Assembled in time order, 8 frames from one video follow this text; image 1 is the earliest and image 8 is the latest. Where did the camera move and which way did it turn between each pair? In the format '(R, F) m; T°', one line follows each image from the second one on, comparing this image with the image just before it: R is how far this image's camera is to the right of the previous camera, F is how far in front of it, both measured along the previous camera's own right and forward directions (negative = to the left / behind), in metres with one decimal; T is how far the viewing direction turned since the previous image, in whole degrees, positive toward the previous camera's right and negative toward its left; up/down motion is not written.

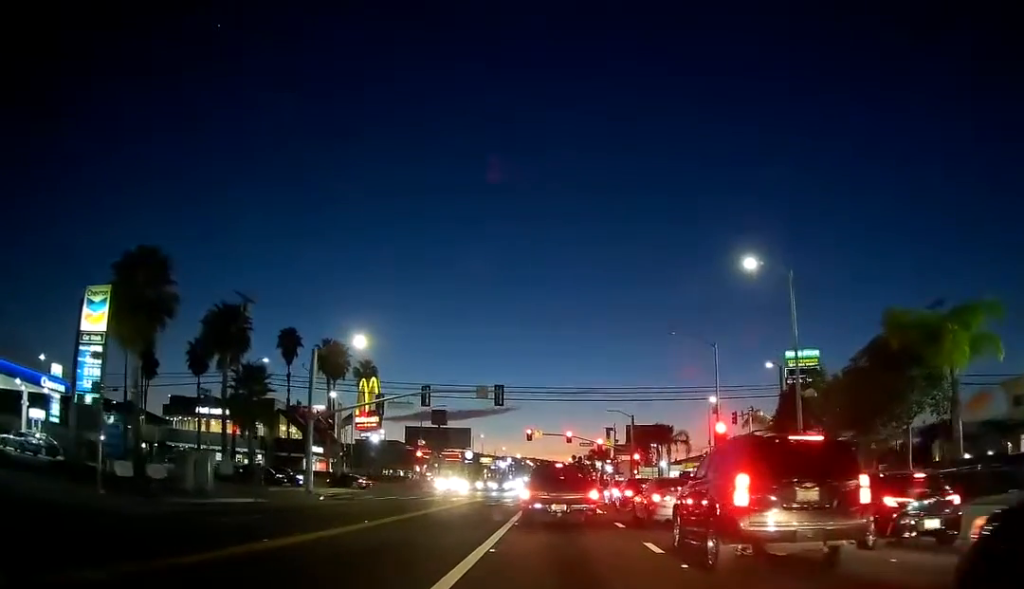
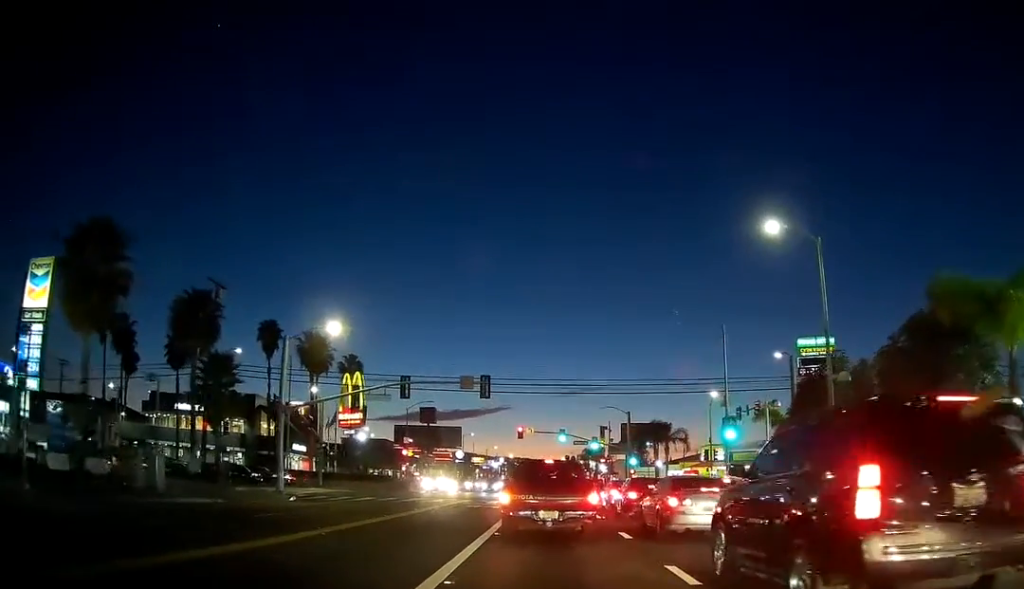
(0.0, +5.0) m; +1°
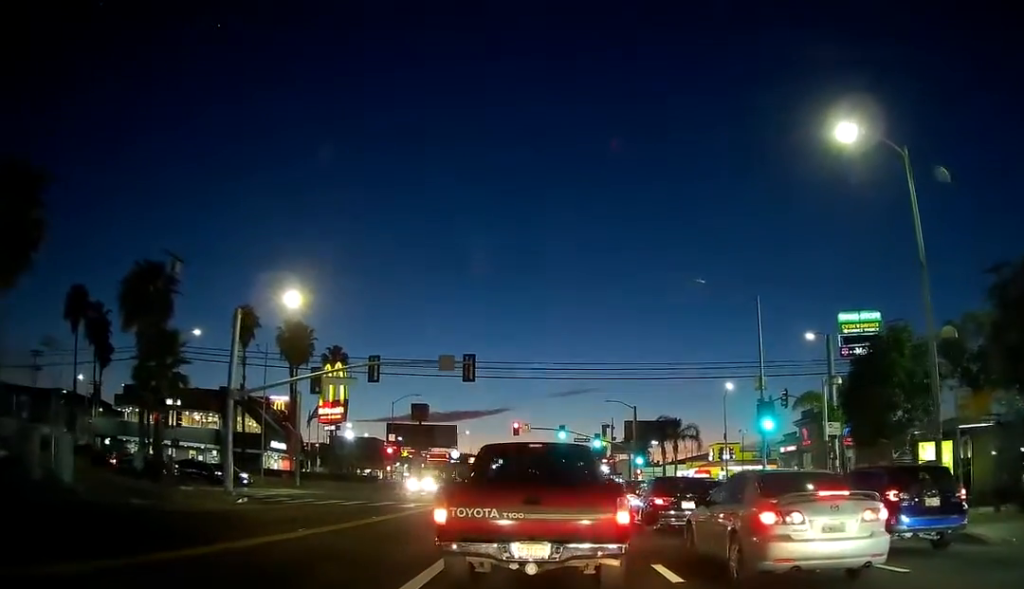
(+0.2, +8.0) m; 0°
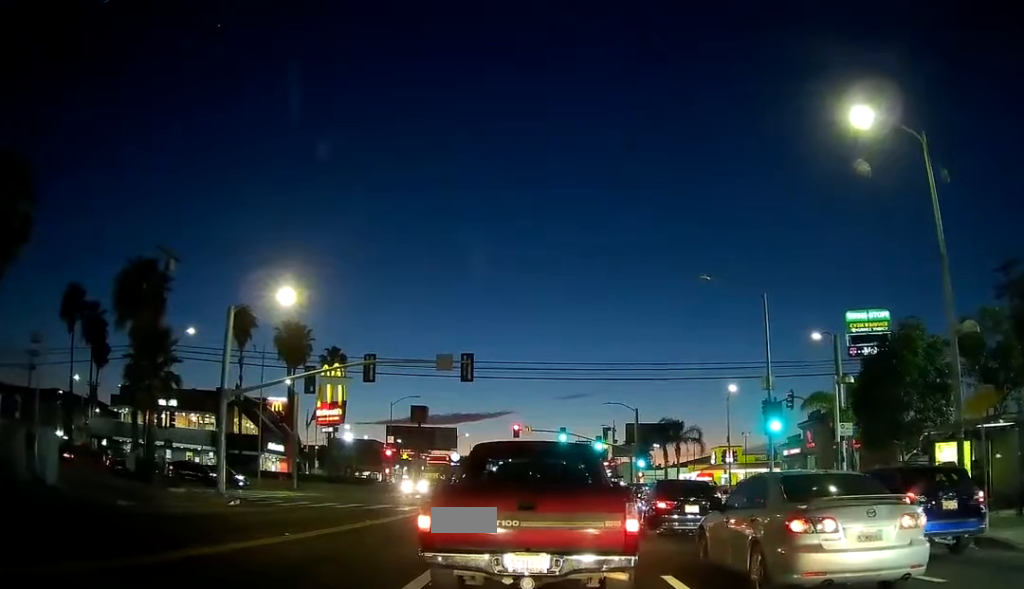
(-0.1, +1.5) m; -2°
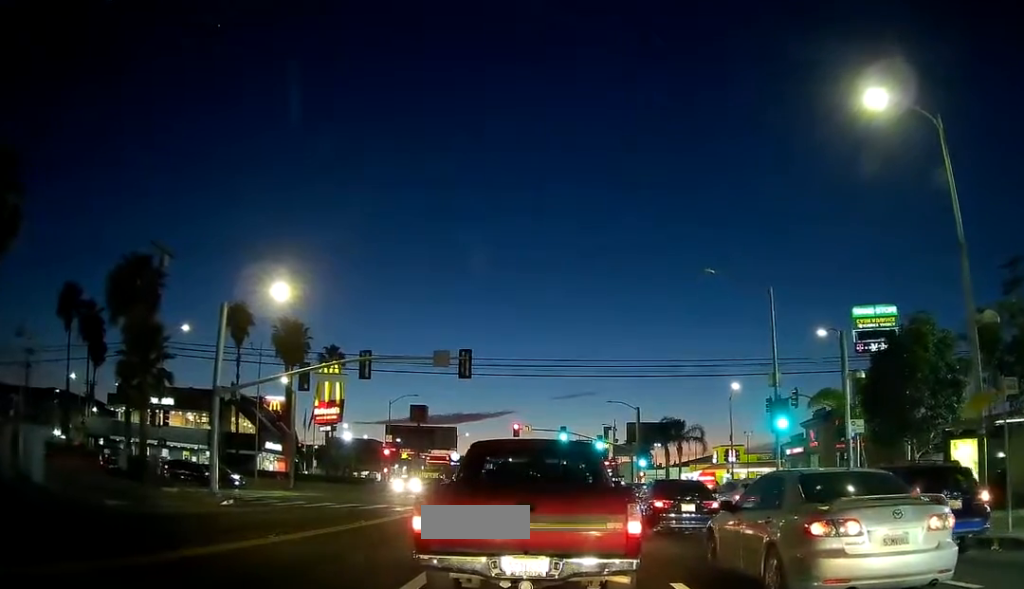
(0.0, +0.9) m; 0°
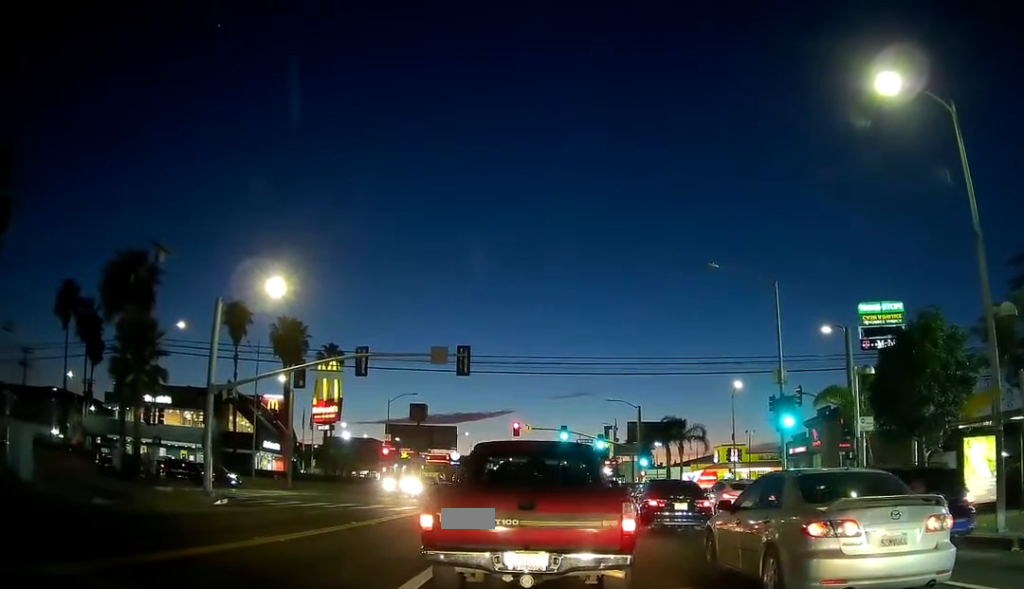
(0.0, +0.5) m; 0°
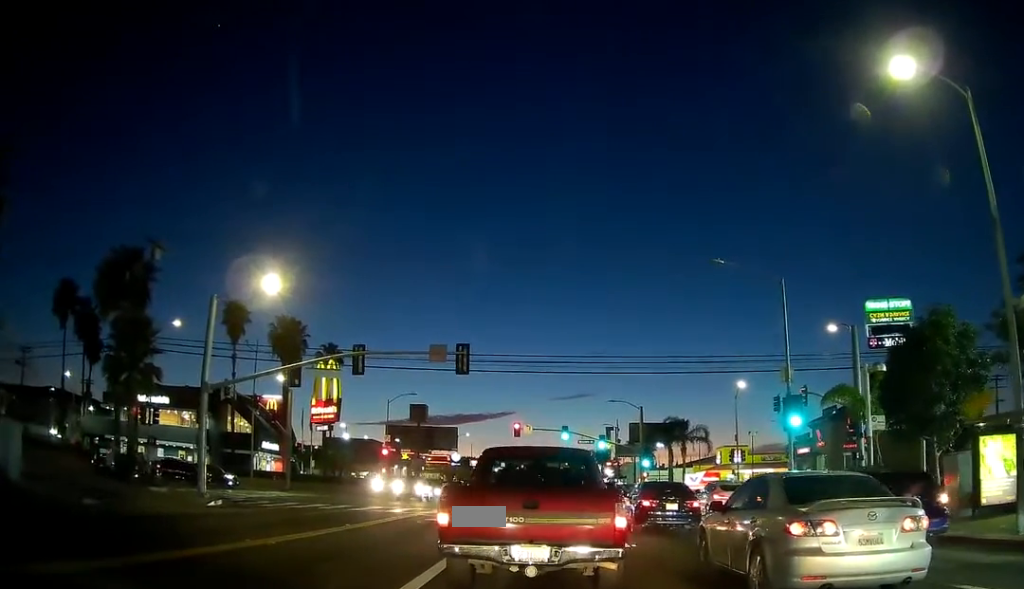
(0.0, +0.6) m; 0°
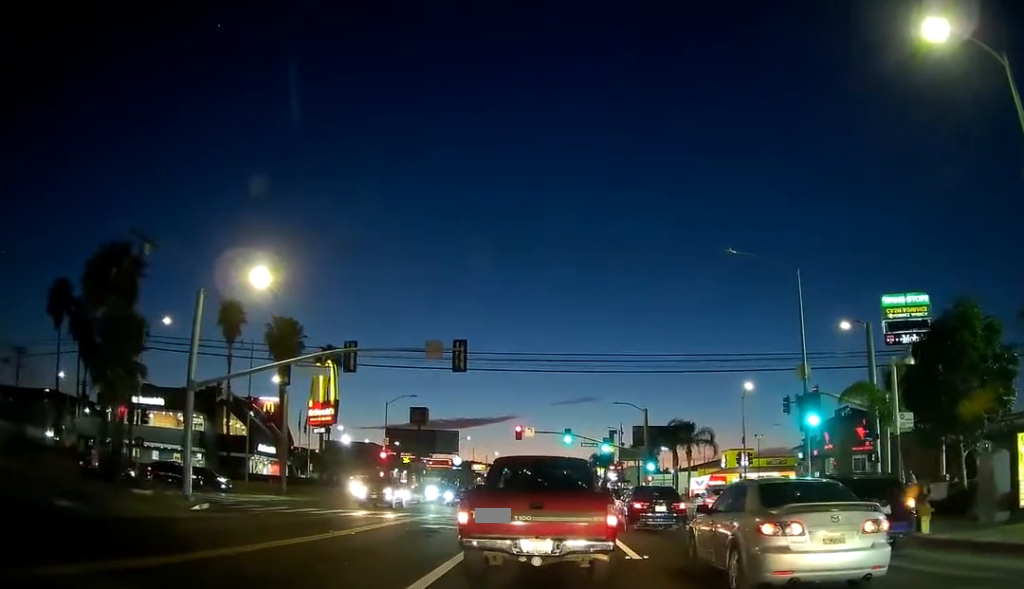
(0.0, +1.0) m; +1°
